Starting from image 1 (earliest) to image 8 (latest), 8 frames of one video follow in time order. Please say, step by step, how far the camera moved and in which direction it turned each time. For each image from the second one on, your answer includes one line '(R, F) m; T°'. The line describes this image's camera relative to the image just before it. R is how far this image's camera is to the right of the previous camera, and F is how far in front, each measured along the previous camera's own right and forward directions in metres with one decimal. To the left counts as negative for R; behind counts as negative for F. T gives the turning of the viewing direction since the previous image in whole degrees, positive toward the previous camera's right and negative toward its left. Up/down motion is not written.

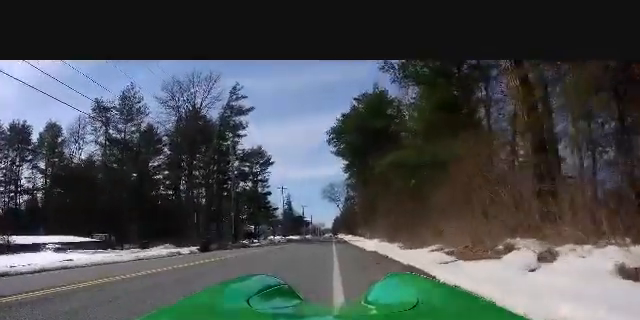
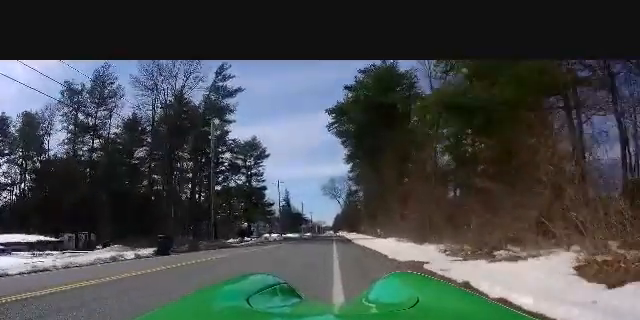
(-0.2, +7.0) m; -2°
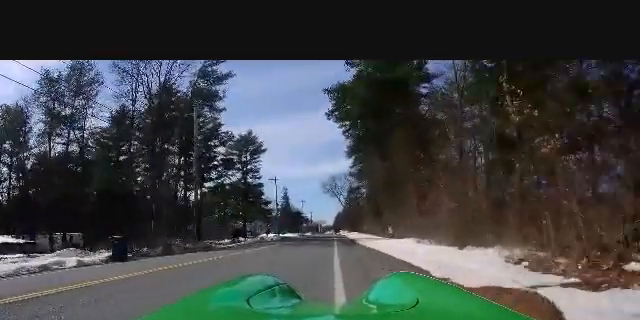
(0.0, +4.1) m; 0°
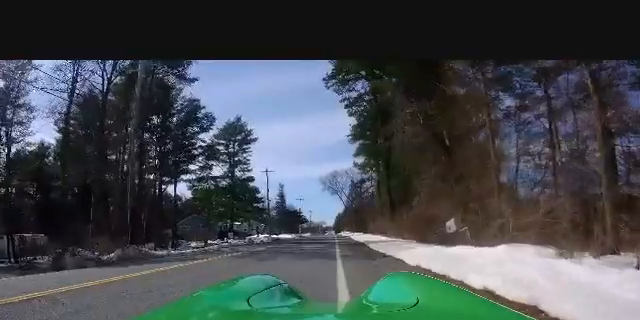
(0.0, +8.7) m; 0°
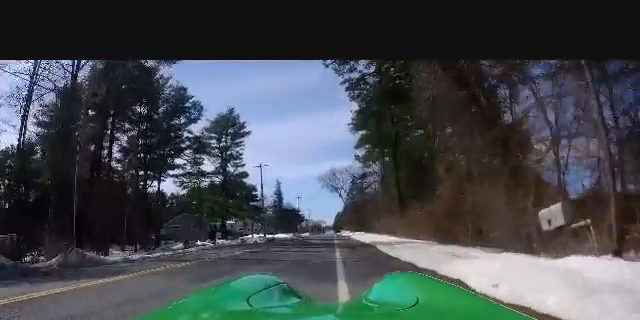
(0.0, +4.7) m; -1°
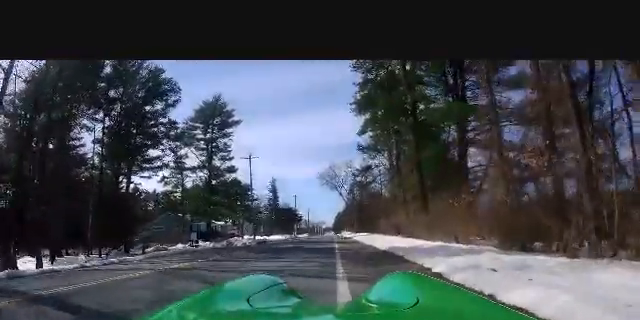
(-0.1, +7.5) m; -1°
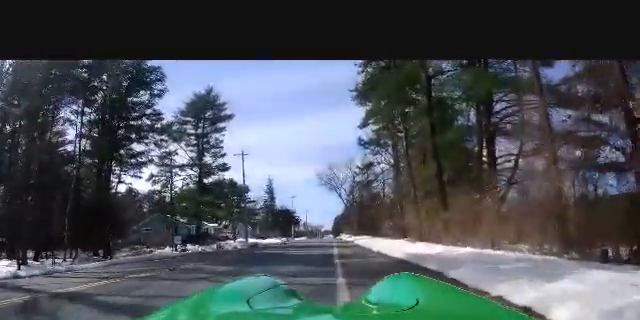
(0.0, +4.0) m; 0°
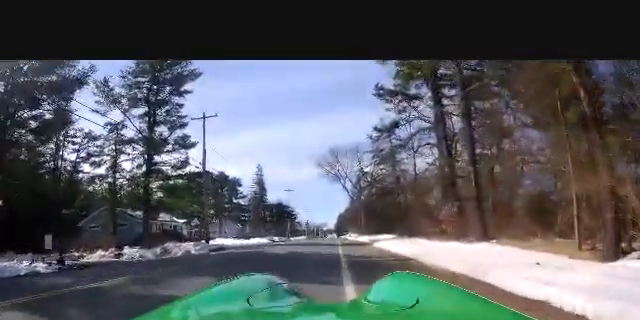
(+0.1, +16.6) m; +2°
